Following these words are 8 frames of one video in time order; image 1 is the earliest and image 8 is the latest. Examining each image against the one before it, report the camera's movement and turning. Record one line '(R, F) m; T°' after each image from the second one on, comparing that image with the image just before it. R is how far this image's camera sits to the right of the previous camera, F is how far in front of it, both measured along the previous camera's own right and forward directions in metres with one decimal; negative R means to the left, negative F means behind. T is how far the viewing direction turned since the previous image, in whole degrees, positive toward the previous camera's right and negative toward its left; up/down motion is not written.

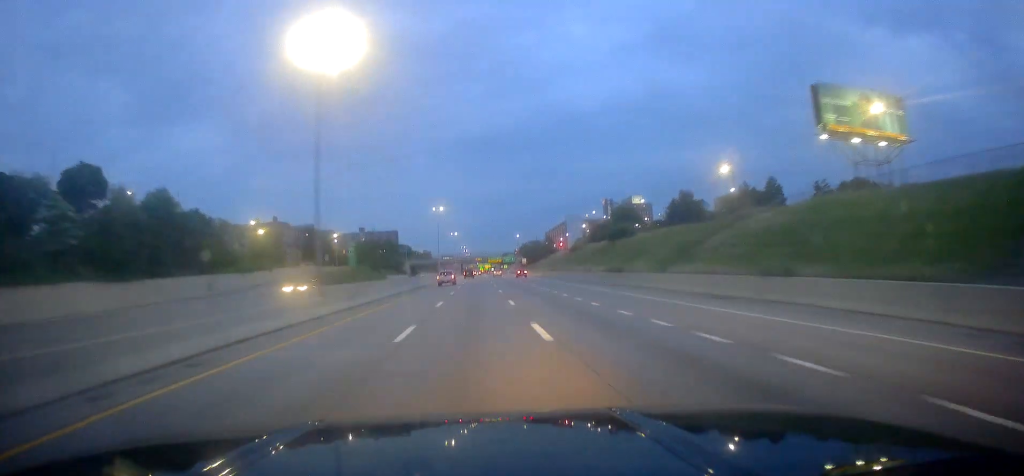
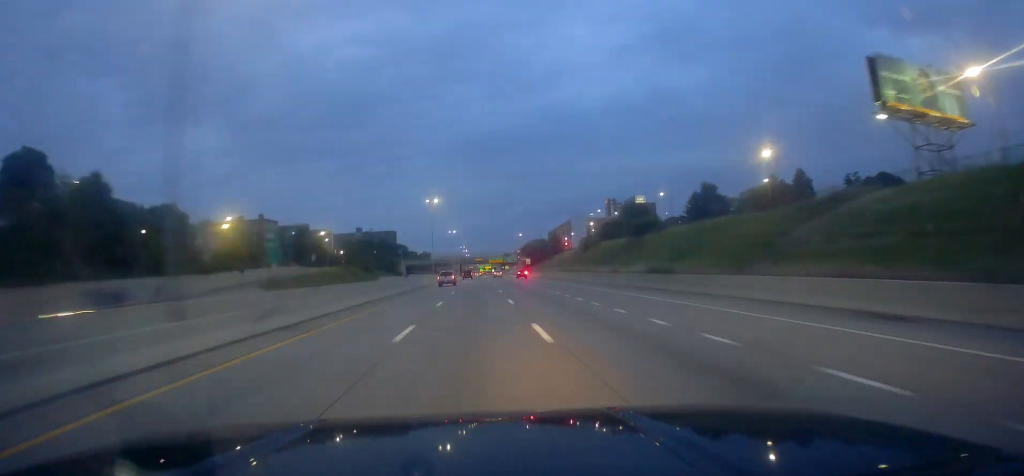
(0.0, +14.4) m; 0°
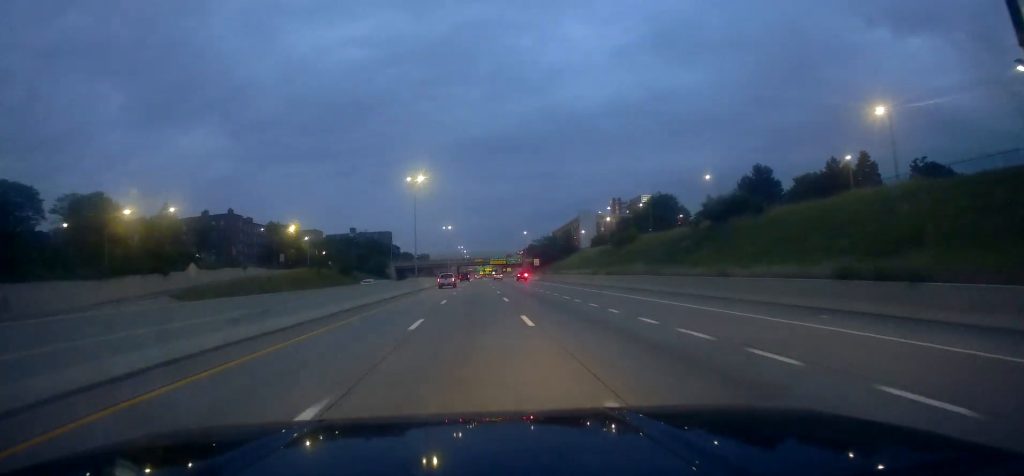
(0.0, +25.5) m; 0°
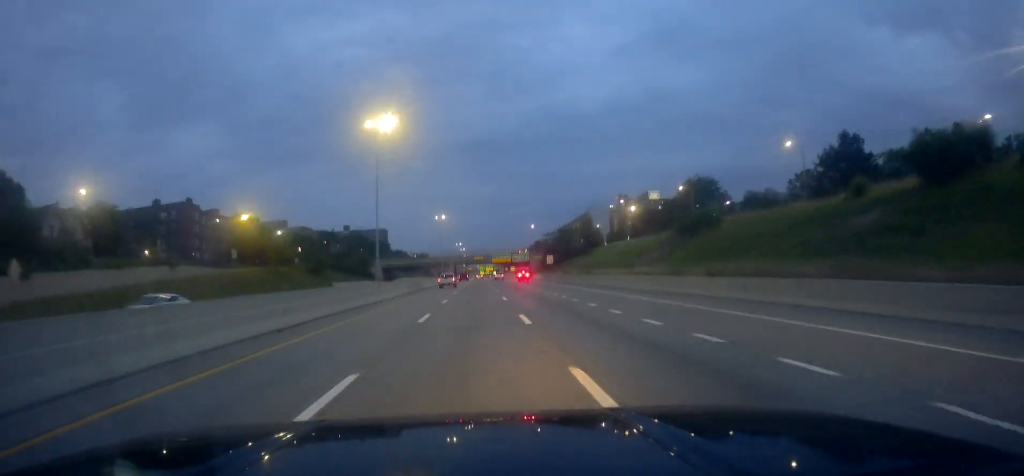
(-0.1, +27.8) m; 0°
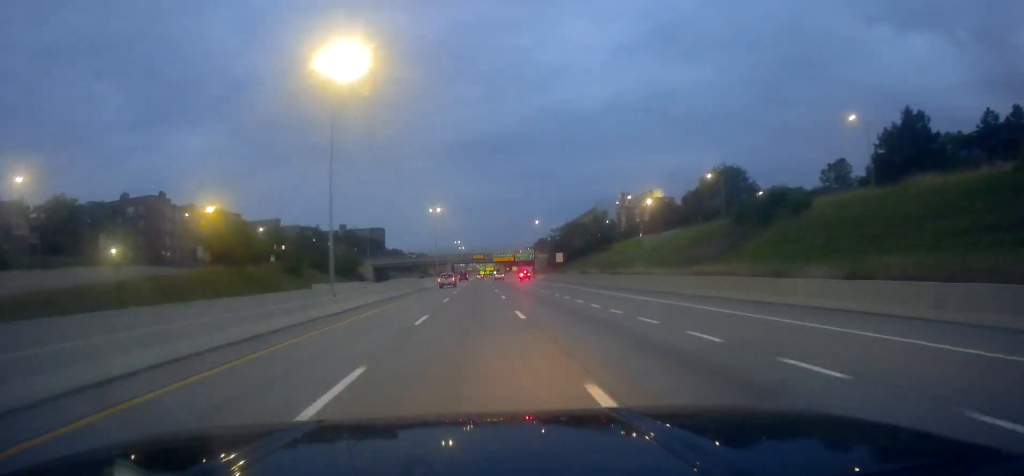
(+0.1, +14.5) m; 0°
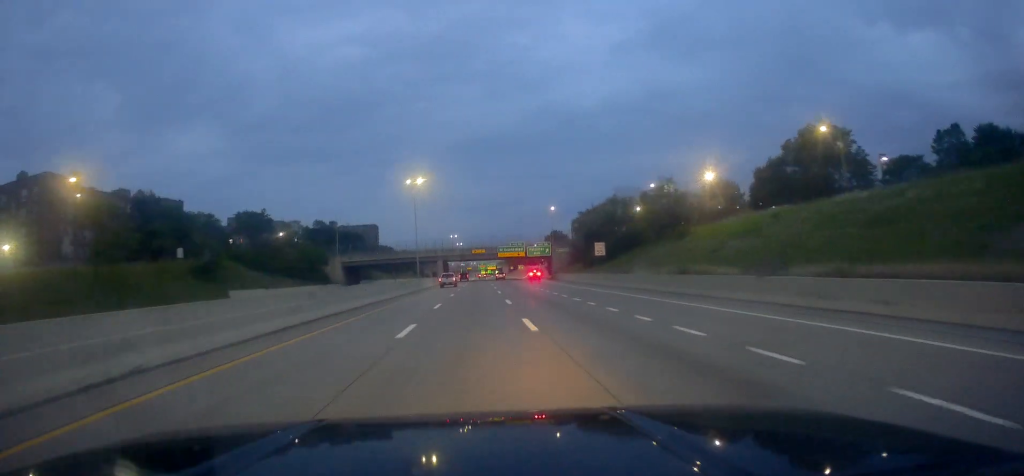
(+0.1, +35.4) m; 0°
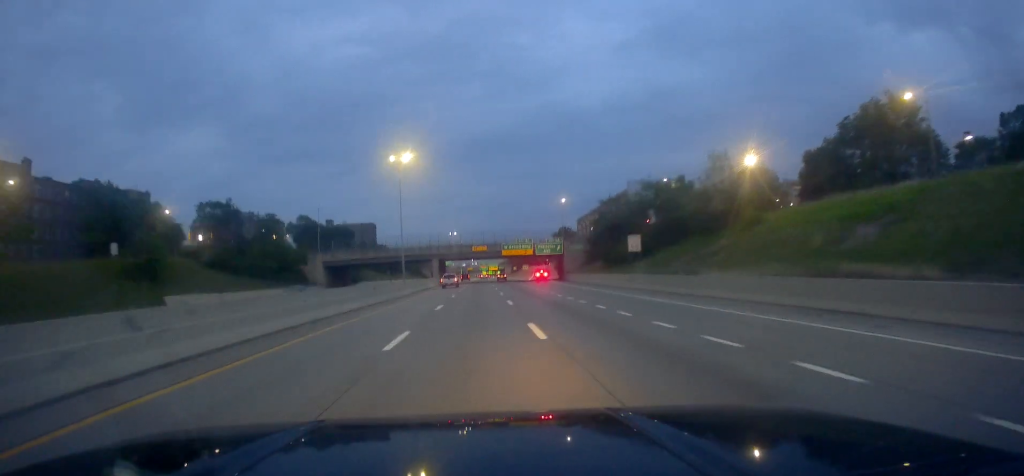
(0.0, +15.4) m; 0°
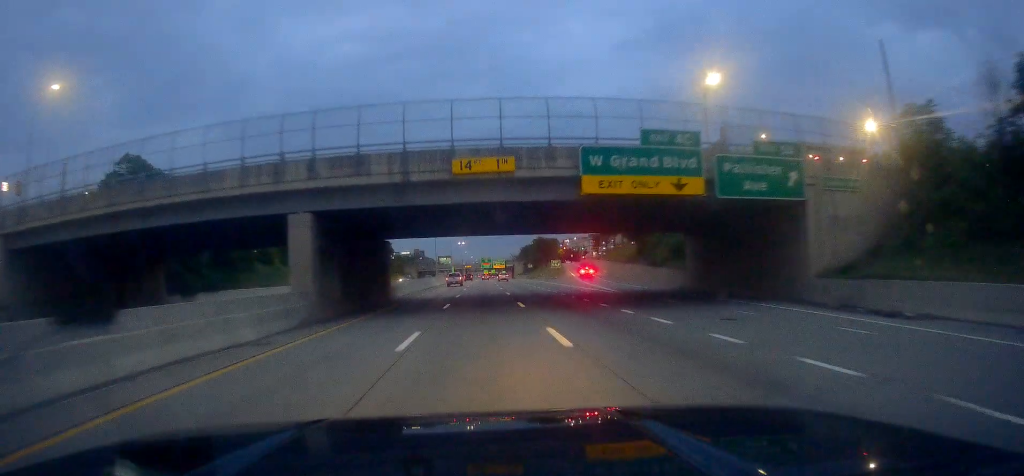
(0.0, +76.5) m; 0°
